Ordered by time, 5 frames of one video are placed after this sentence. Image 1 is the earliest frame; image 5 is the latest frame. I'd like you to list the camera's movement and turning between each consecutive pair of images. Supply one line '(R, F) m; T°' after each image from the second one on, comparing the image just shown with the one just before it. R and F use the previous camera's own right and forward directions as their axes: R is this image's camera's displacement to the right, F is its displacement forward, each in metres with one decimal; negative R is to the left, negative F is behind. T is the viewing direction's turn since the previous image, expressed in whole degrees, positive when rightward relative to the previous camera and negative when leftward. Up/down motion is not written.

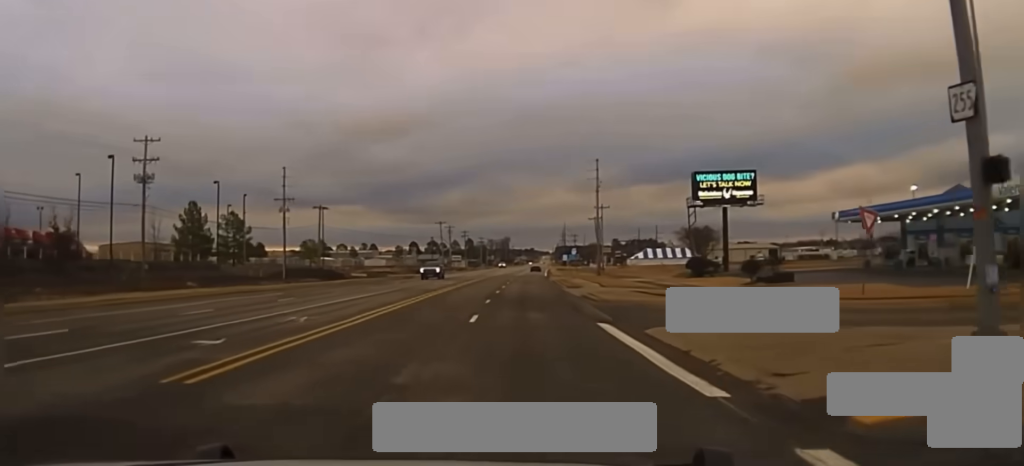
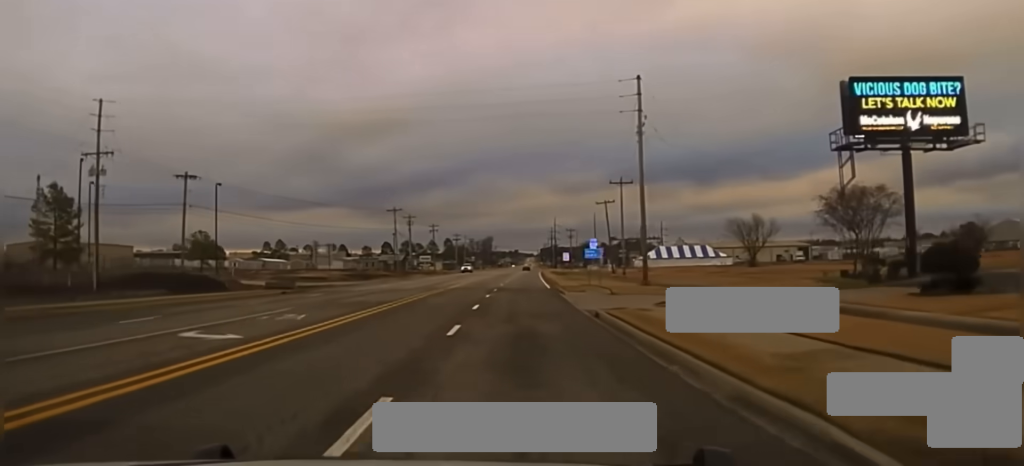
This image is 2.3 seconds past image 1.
(+0.5, +46.3) m; 0°
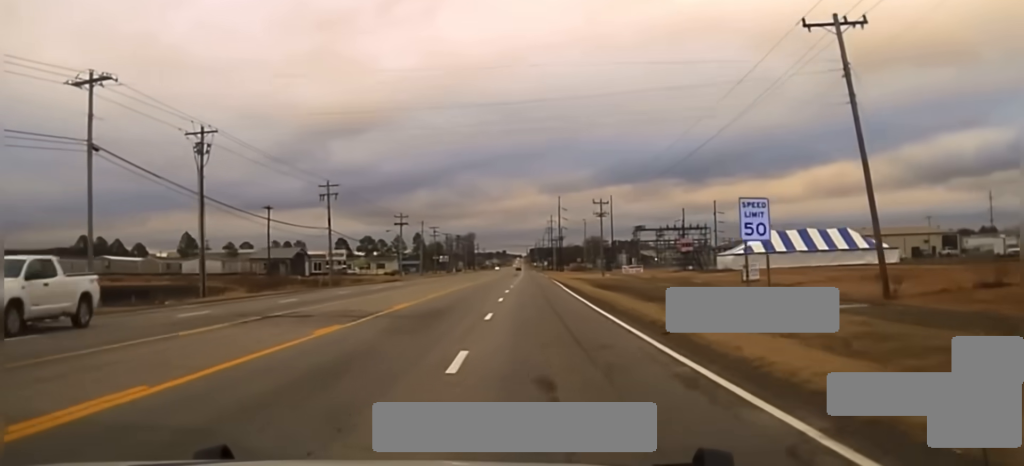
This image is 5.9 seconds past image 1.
(+2.4, +108.7) m; +2°
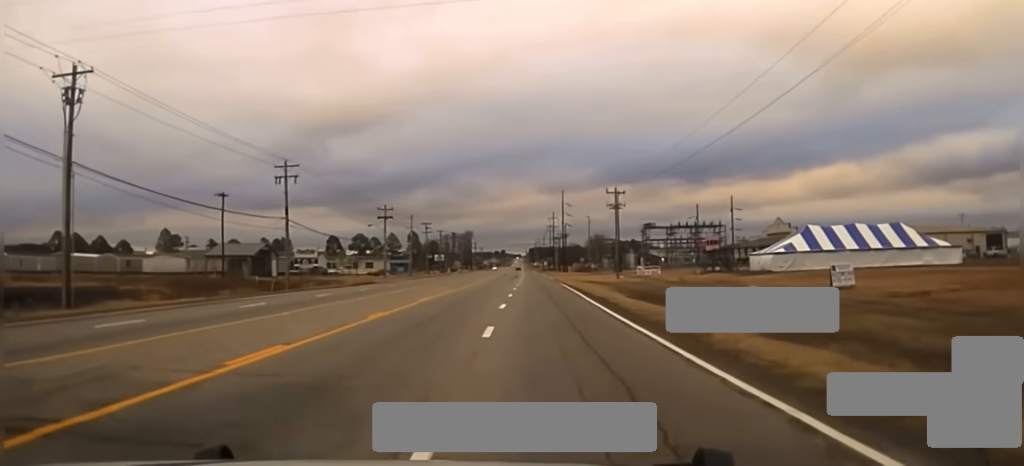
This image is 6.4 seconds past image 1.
(+0.1, +20.6) m; 0°
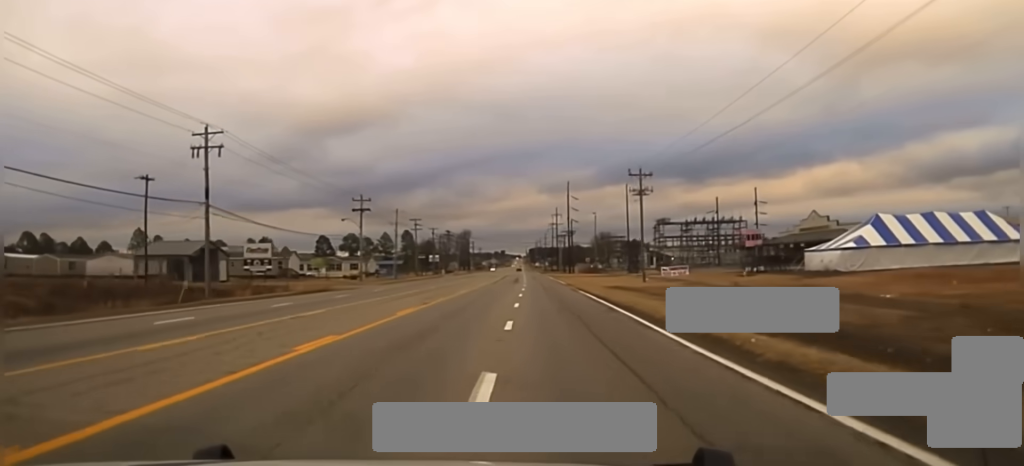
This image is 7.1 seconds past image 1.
(-0.1, +23.2) m; 0°
